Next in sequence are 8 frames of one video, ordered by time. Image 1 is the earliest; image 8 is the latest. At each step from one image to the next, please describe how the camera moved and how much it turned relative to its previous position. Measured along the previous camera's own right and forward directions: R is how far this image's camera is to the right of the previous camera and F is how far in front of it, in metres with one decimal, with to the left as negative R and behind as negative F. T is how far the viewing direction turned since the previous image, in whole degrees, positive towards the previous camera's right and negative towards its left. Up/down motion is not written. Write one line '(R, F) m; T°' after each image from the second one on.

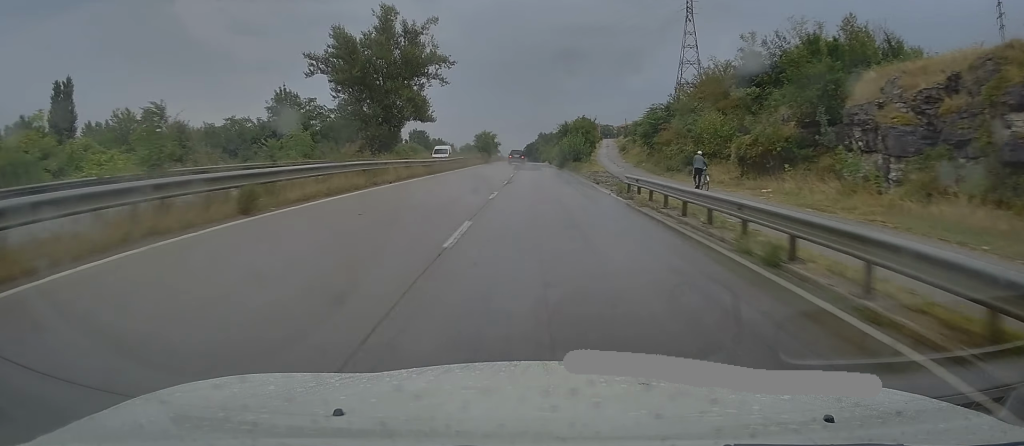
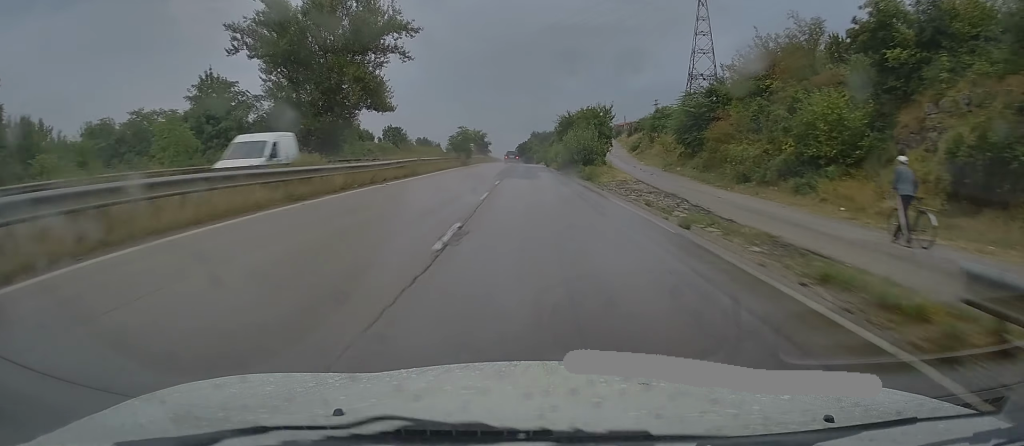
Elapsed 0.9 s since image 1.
(0.0, +18.1) m; 0°
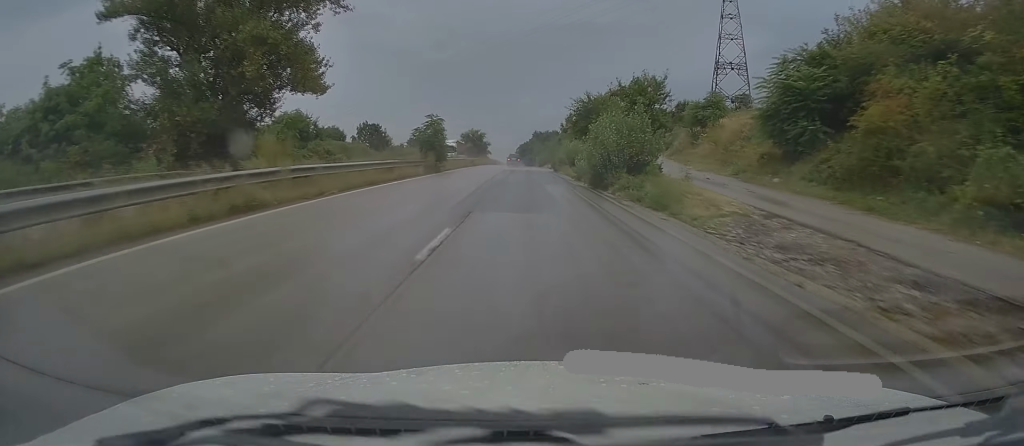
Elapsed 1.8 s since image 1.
(0.0, +18.7) m; 0°
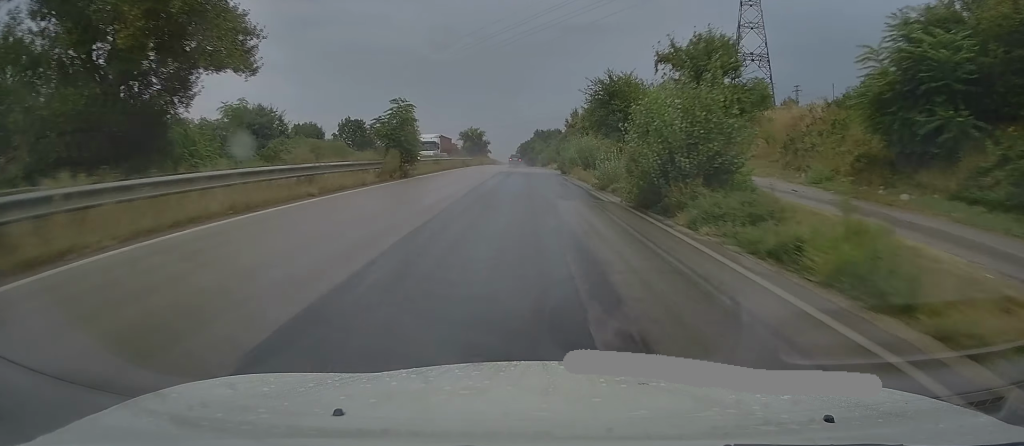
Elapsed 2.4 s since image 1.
(0.0, +10.7) m; 0°
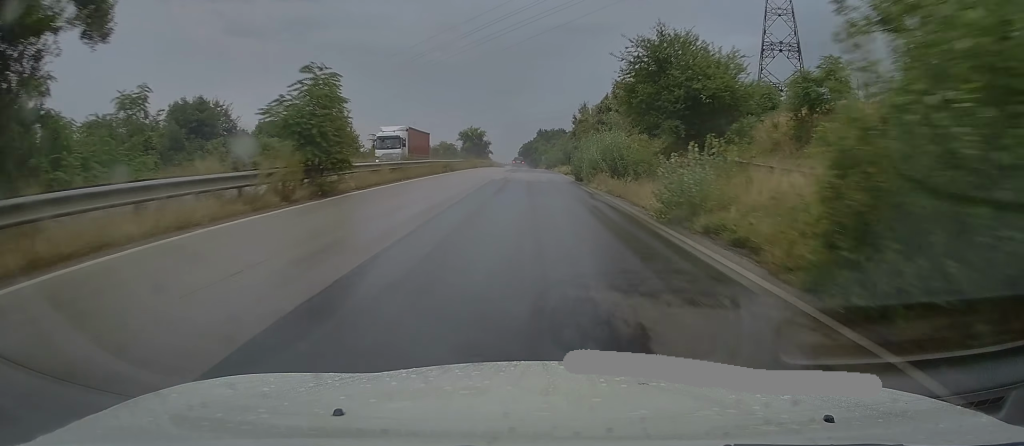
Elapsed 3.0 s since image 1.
(0.0, +12.0) m; 0°
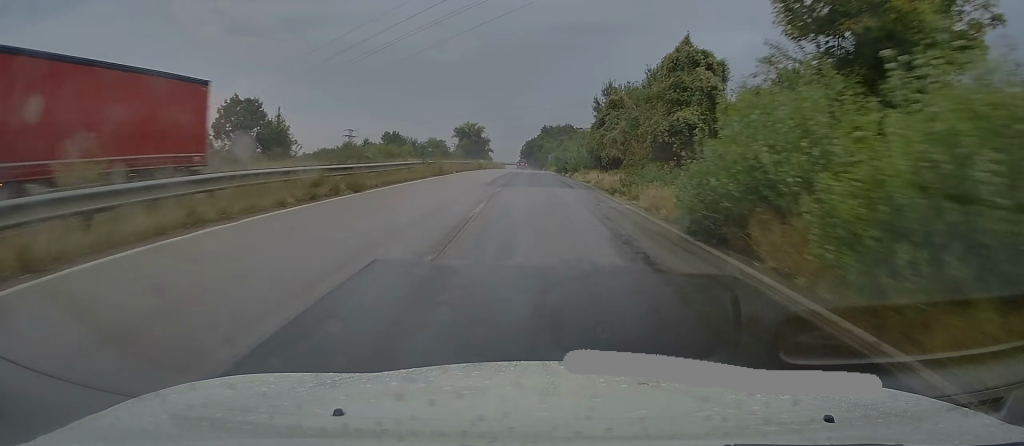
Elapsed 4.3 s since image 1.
(+0.1, +25.7) m; -1°
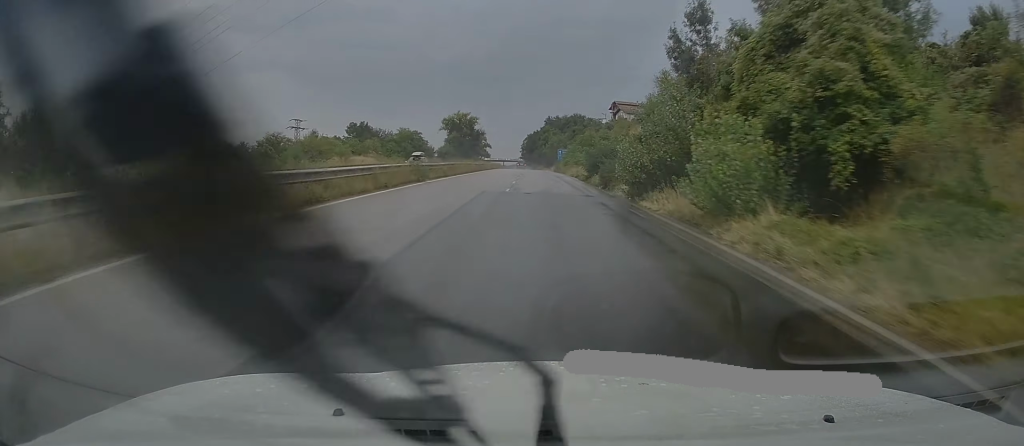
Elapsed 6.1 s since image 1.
(0.0, +35.2) m; 0°
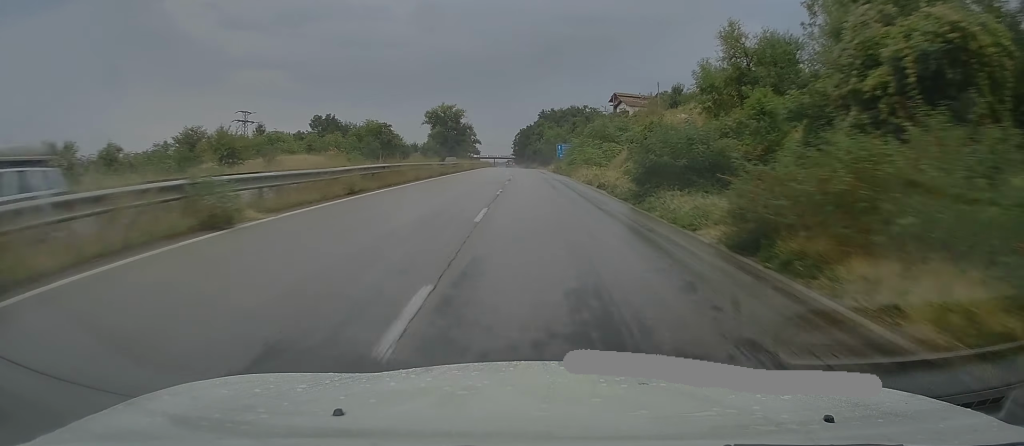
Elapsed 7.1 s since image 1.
(-0.1, +19.0) m; -1°
